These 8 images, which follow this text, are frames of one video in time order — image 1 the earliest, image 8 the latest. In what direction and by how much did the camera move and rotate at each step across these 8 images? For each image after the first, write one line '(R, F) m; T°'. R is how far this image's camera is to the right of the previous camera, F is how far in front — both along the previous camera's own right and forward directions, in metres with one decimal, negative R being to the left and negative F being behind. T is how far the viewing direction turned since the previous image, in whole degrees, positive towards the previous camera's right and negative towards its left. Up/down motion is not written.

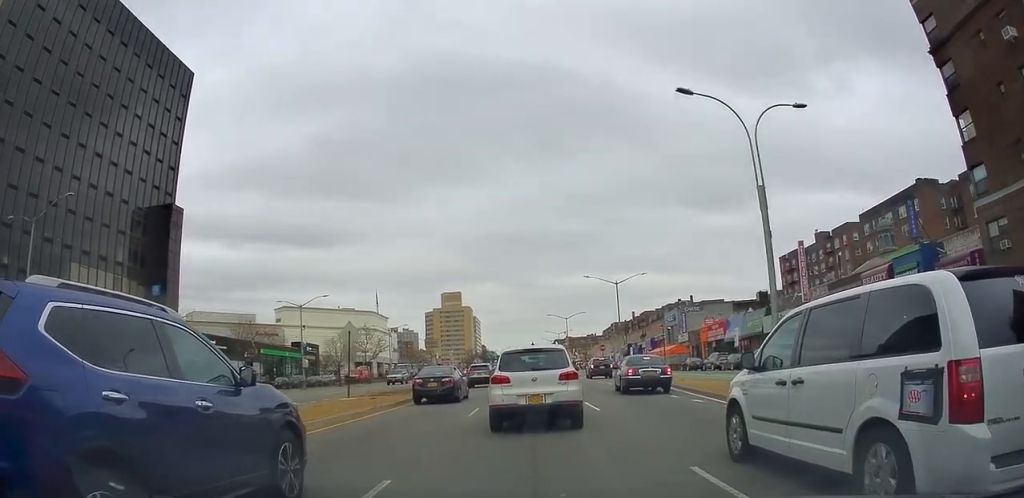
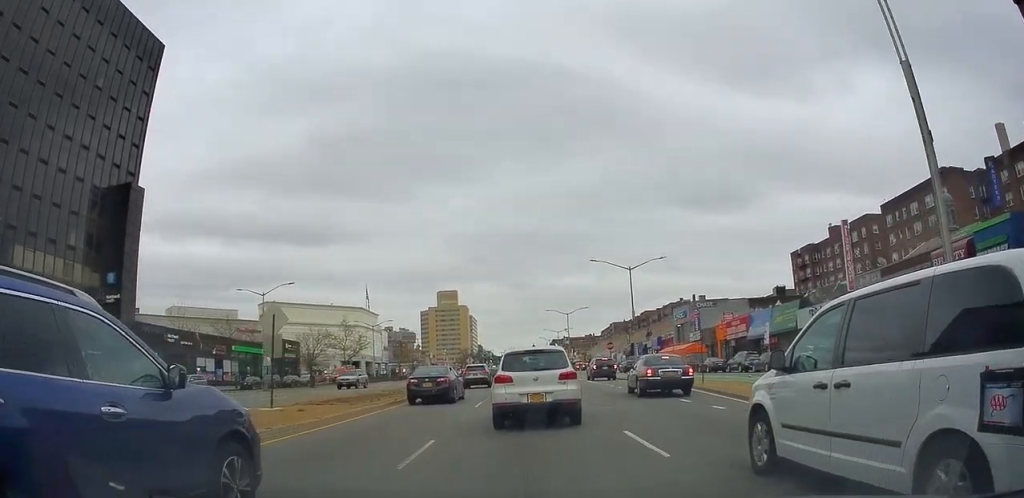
(0.0, +7.6) m; +1°
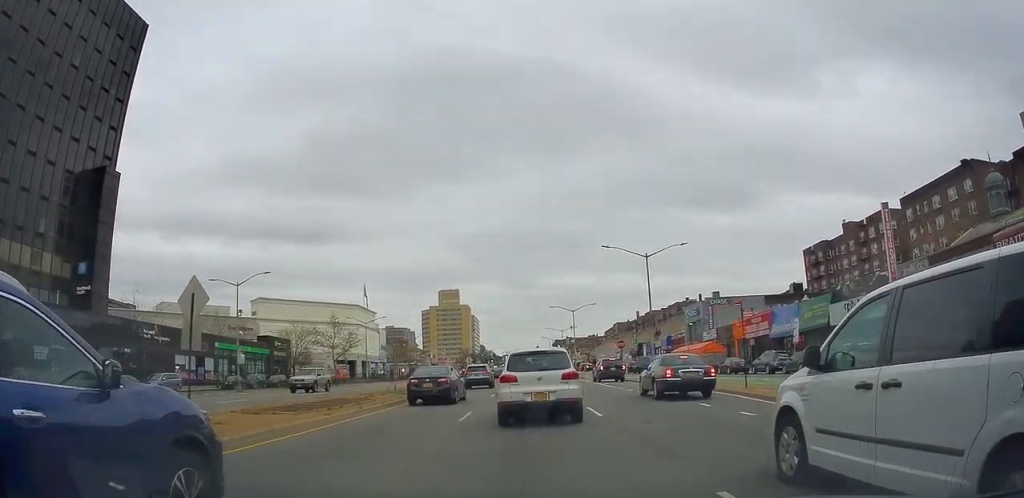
(0.0, +4.9) m; 0°
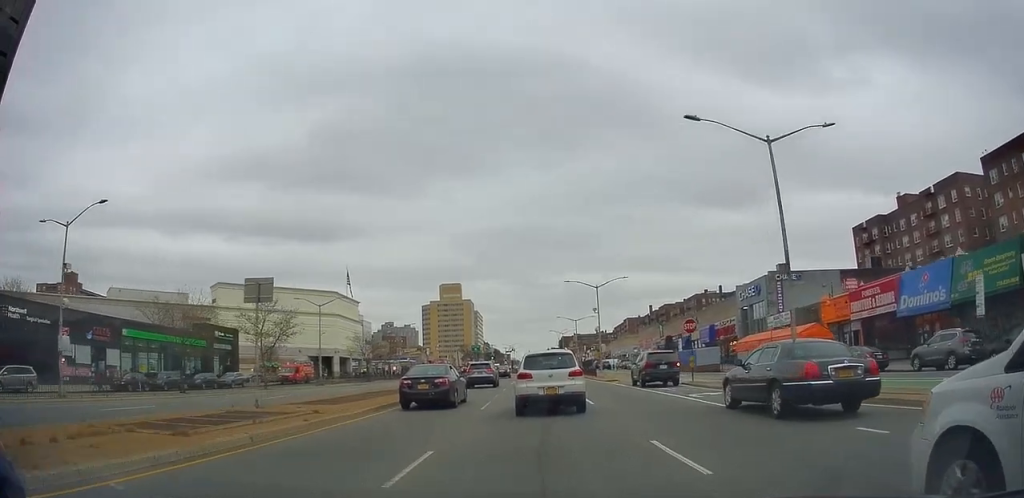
(-0.3, +18.9) m; -1°
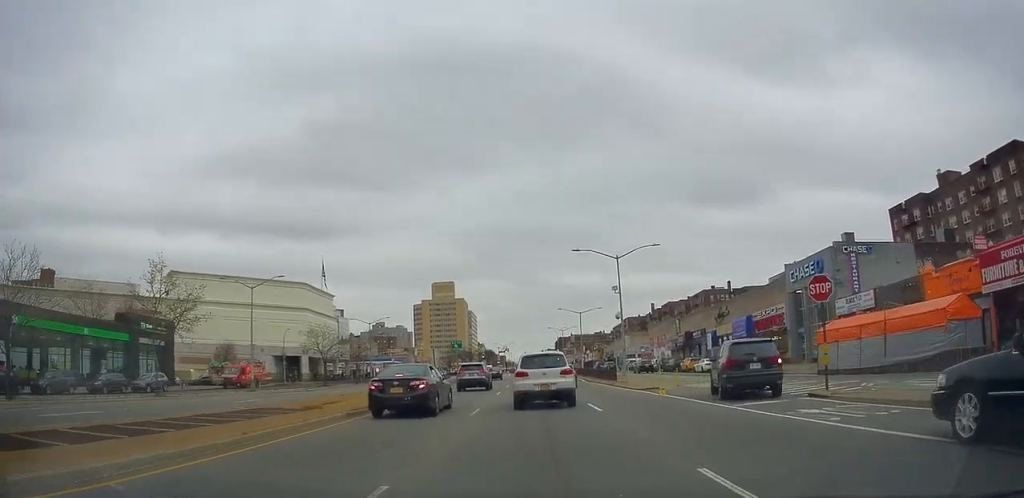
(+0.2, +14.5) m; 0°
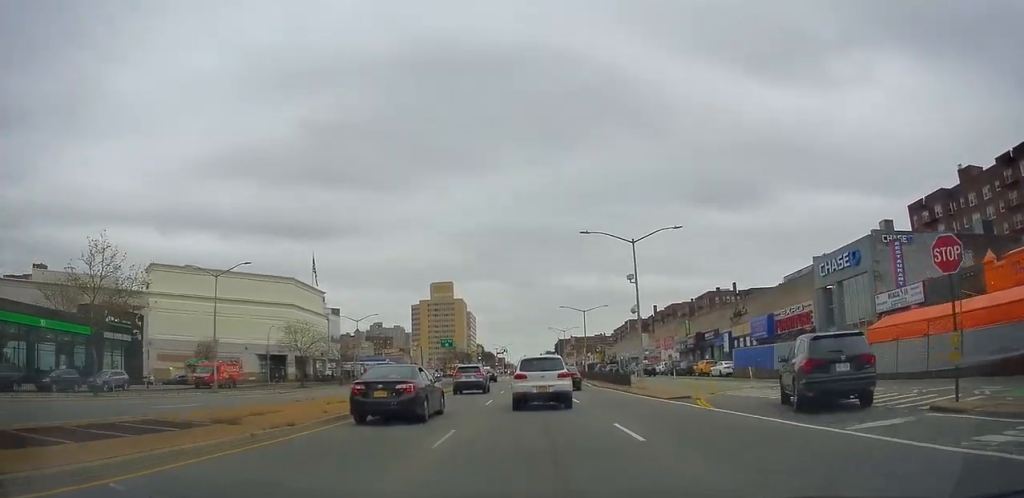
(-0.1, +5.8) m; 0°
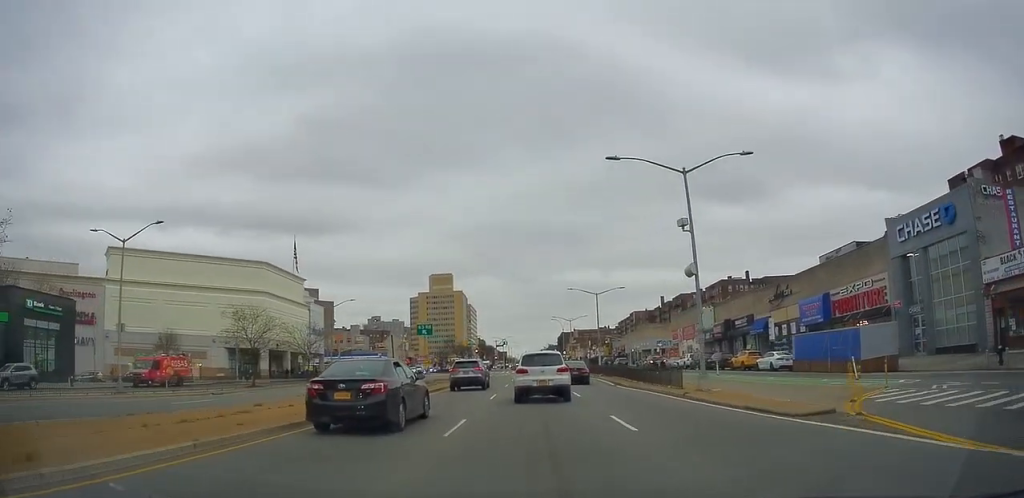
(0.0, +11.5) m; -1°
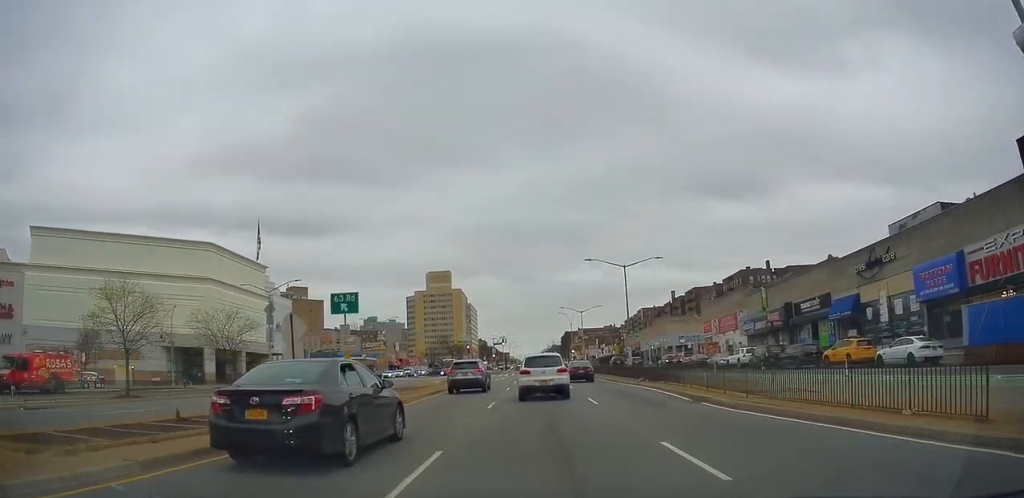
(-0.4, +17.9) m; -1°
